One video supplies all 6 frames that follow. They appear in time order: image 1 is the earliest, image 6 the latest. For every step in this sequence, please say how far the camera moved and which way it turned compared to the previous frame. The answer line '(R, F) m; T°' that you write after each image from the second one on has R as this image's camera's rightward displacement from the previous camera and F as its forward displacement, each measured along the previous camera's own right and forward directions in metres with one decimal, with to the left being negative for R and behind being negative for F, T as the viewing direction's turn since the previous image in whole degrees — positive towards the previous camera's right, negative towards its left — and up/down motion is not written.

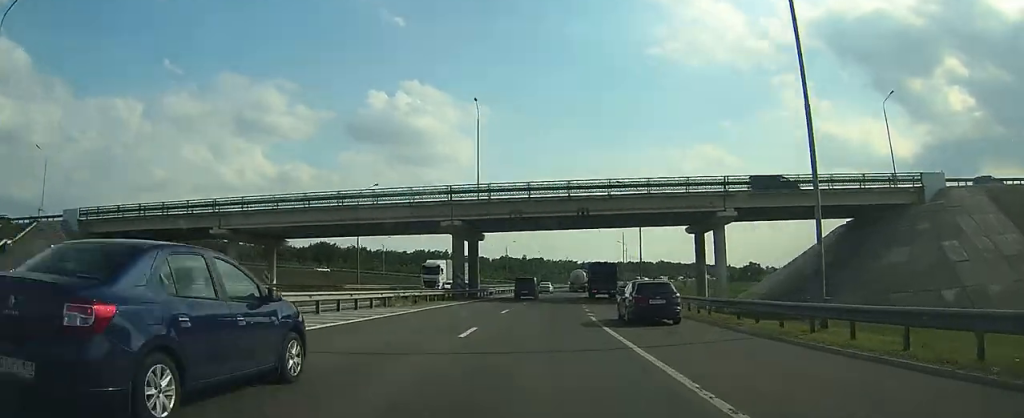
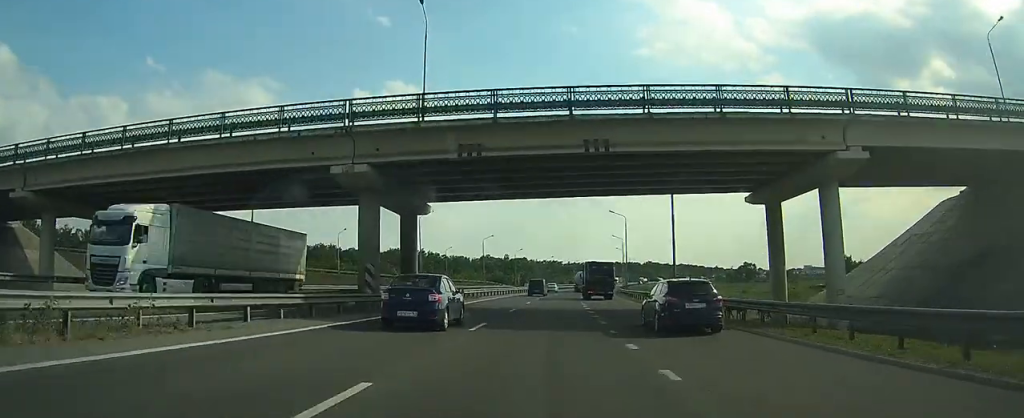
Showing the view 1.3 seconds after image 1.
(+0.2, +21.1) m; +1°
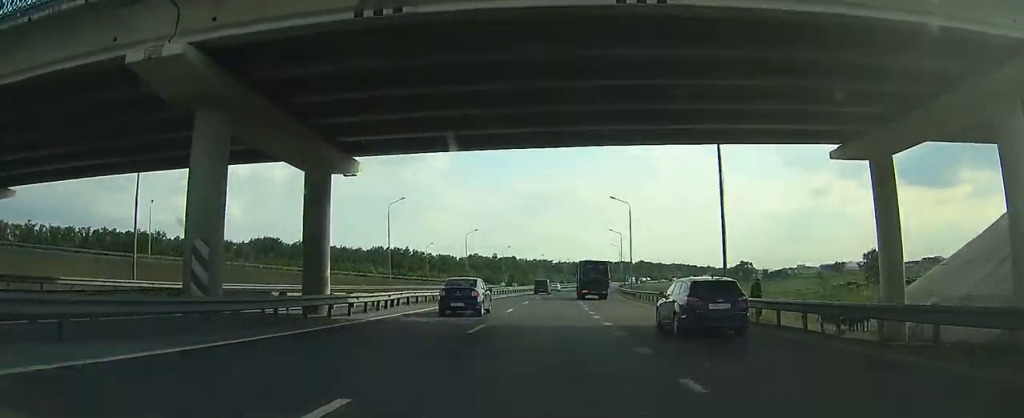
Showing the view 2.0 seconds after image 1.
(+0.1, +12.8) m; +1°
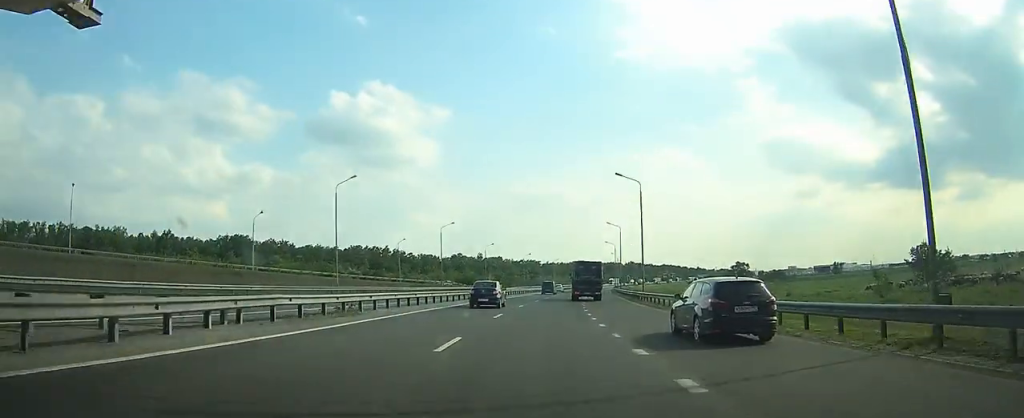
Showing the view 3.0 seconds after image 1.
(+0.2, +15.6) m; +1°
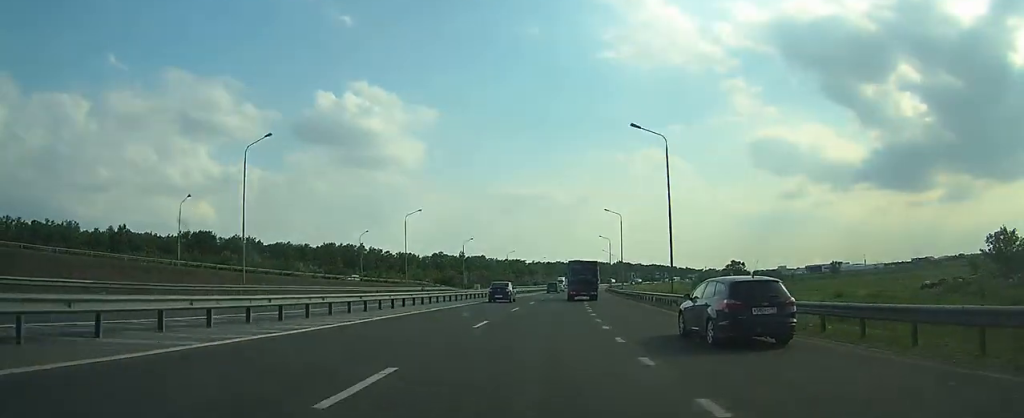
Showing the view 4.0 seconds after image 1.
(+0.1, +16.9) m; +1°
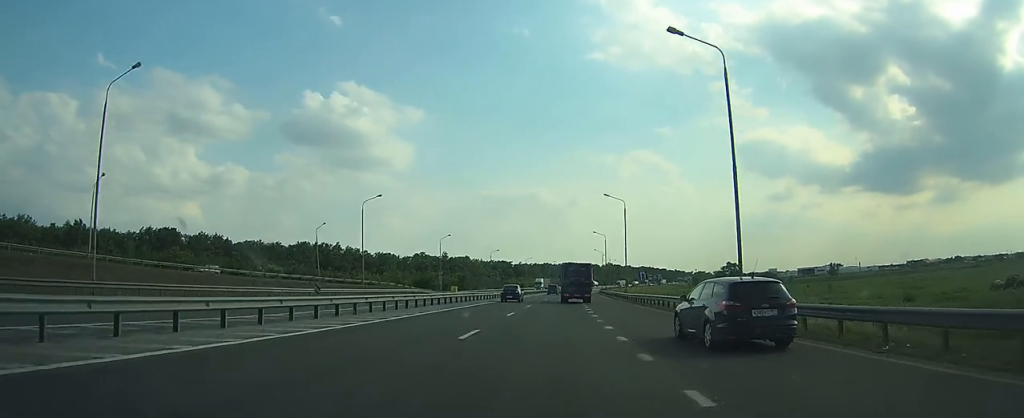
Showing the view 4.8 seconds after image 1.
(+0.2, +14.9) m; +2°
